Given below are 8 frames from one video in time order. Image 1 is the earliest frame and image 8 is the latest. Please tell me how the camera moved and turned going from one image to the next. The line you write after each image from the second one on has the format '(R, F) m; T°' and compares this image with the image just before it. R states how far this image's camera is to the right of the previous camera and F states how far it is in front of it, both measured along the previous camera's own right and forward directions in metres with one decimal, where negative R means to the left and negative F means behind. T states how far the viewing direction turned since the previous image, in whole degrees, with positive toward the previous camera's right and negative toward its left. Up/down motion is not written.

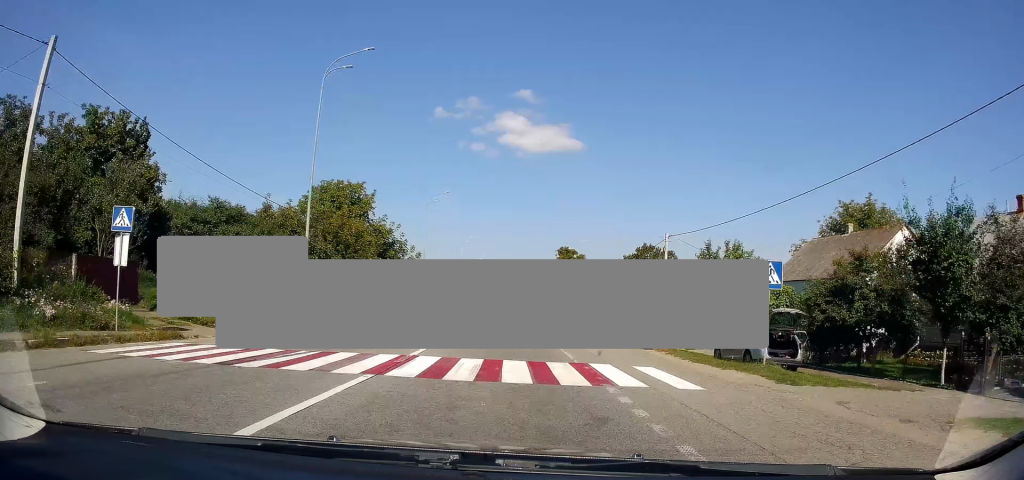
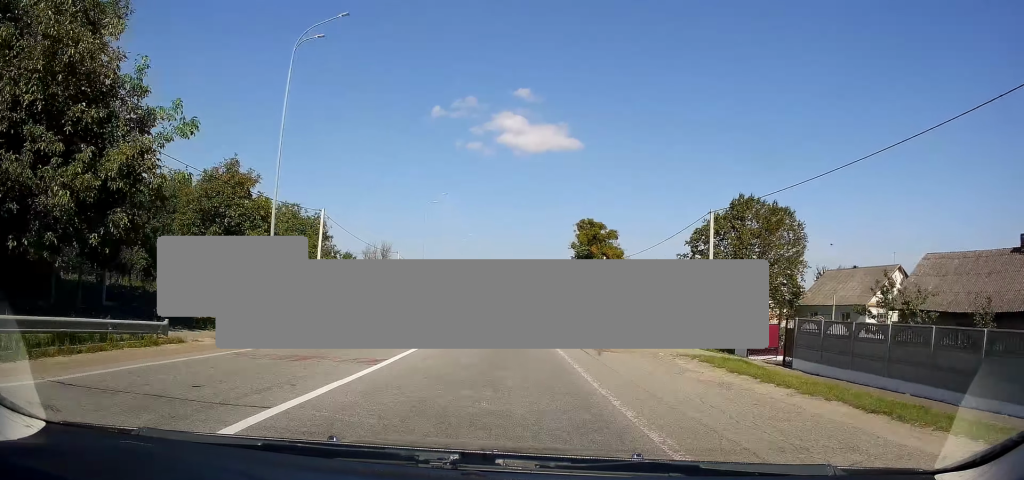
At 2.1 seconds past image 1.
(+0.3, +42.7) m; +1°
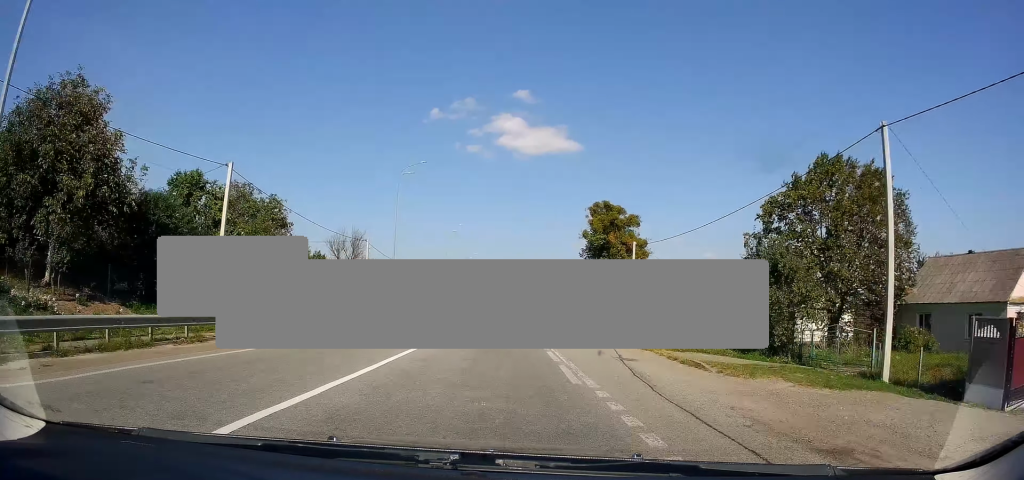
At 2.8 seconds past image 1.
(0.0, +15.5) m; +1°
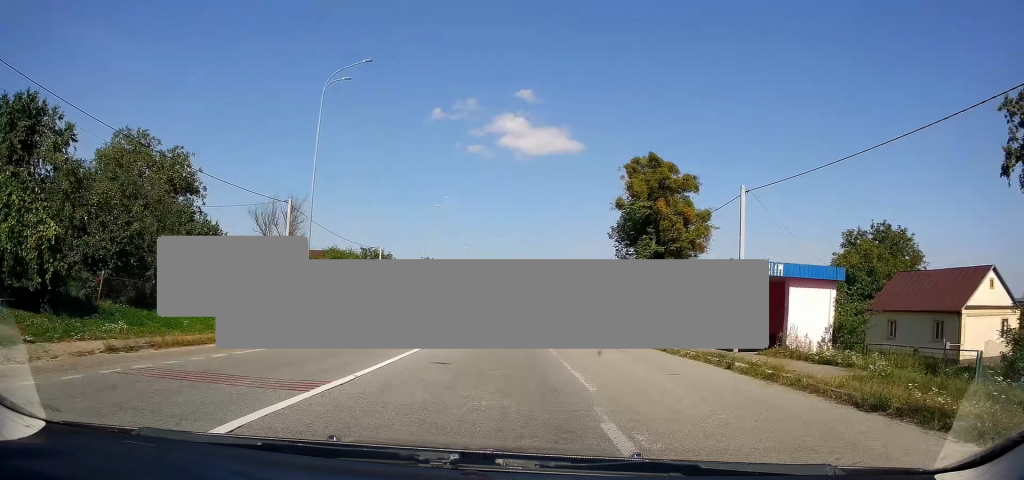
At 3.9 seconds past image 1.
(+0.3, +22.5) m; +1°
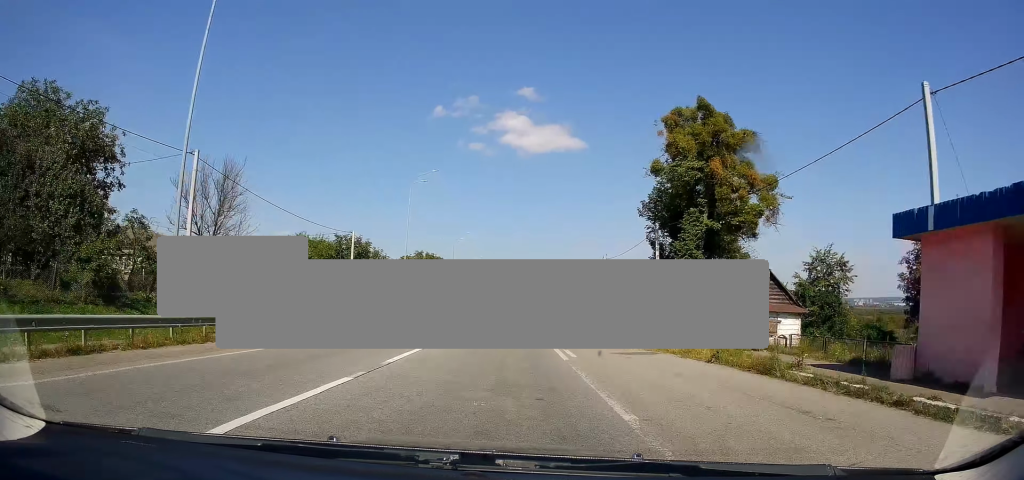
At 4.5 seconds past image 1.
(+0.2, +12.1) m; 0°
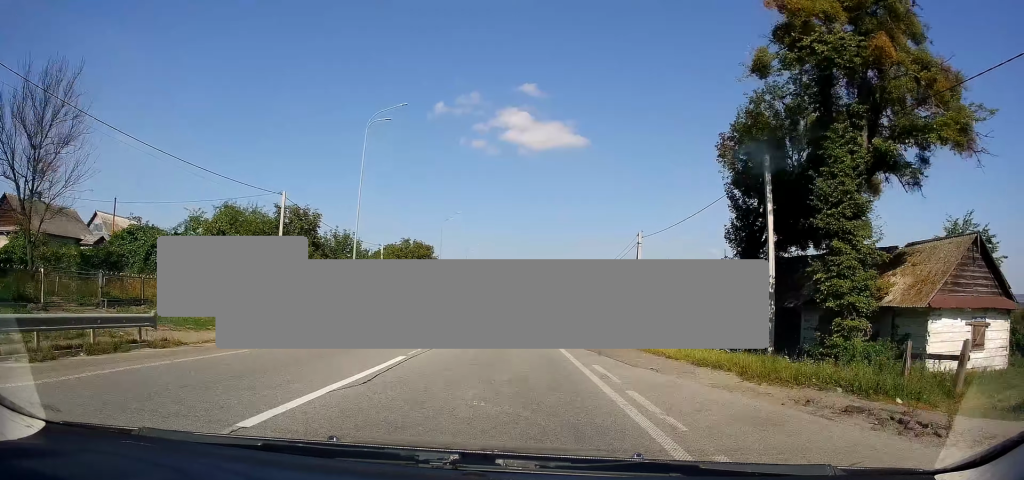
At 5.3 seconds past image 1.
(-0.5, +17.7) m; -1°
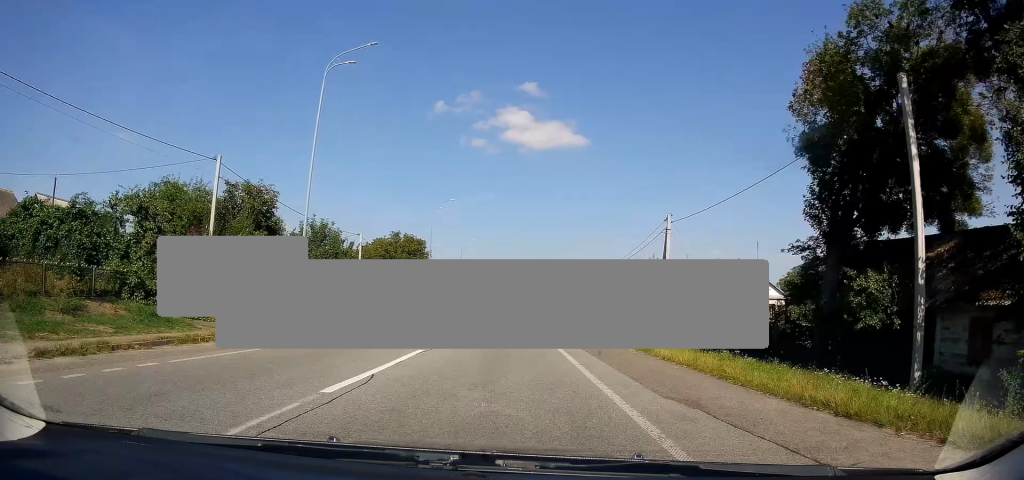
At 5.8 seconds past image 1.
(0.0, +9.8) m; 0°
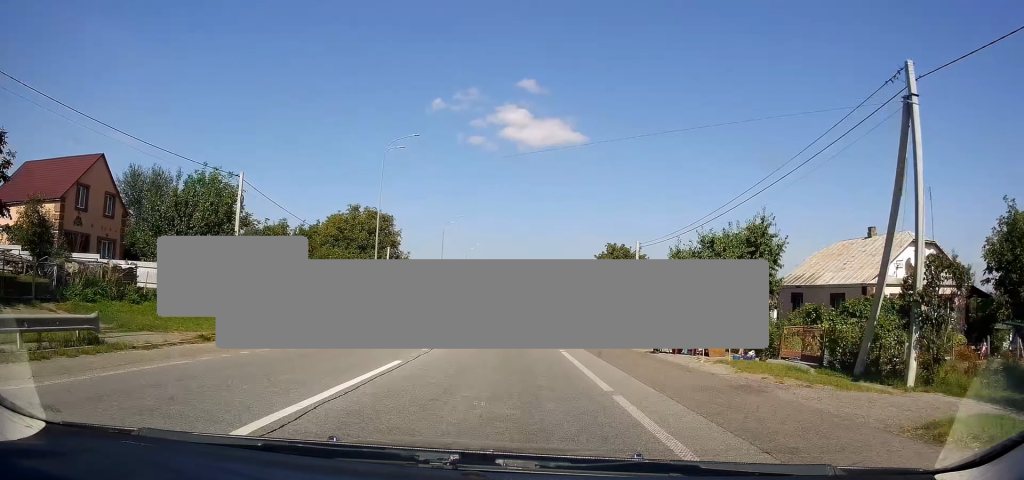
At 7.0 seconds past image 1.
(+0.2, +26.0) m; +1°
